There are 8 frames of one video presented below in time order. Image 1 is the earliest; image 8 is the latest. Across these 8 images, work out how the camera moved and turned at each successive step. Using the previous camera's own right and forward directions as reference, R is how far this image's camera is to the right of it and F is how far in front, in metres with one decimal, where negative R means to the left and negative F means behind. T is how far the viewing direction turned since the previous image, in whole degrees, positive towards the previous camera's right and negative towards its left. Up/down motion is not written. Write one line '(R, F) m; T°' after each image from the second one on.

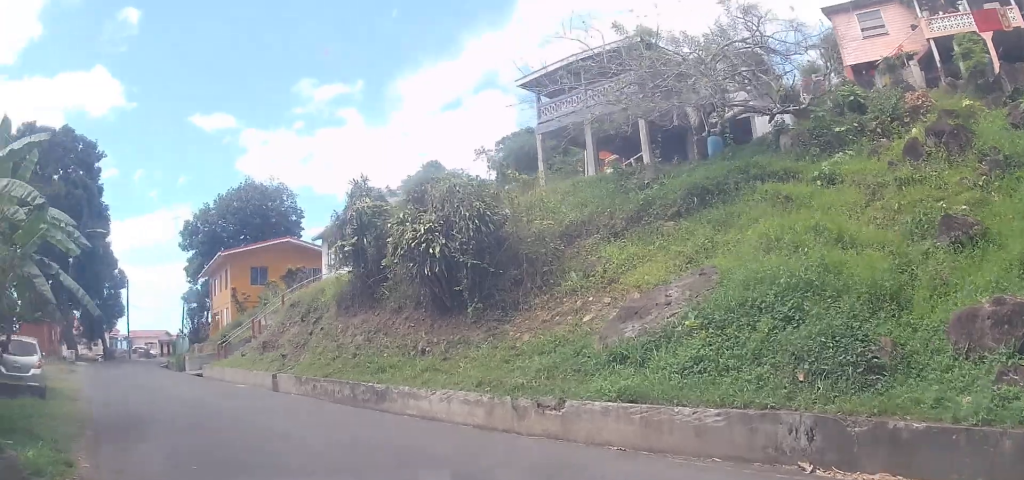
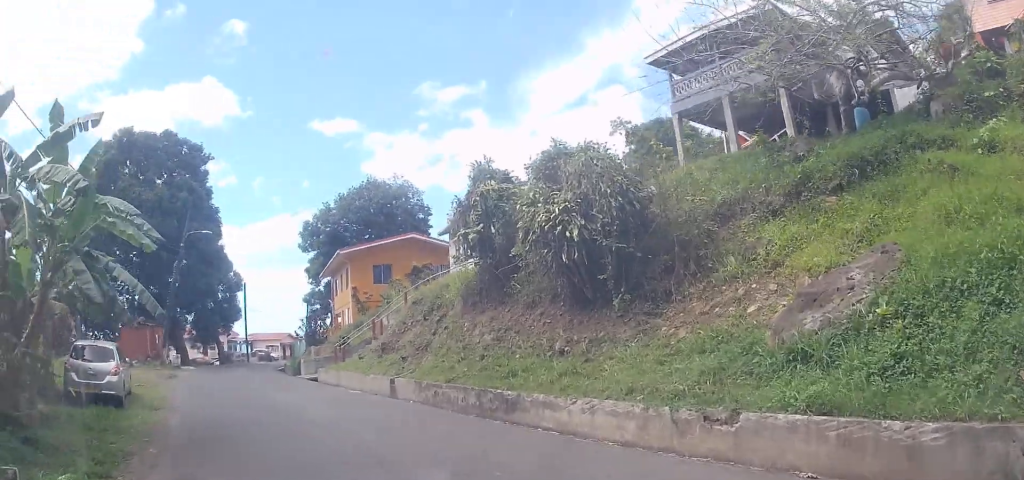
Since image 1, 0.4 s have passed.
(-0.4, +1.9) m; -13°
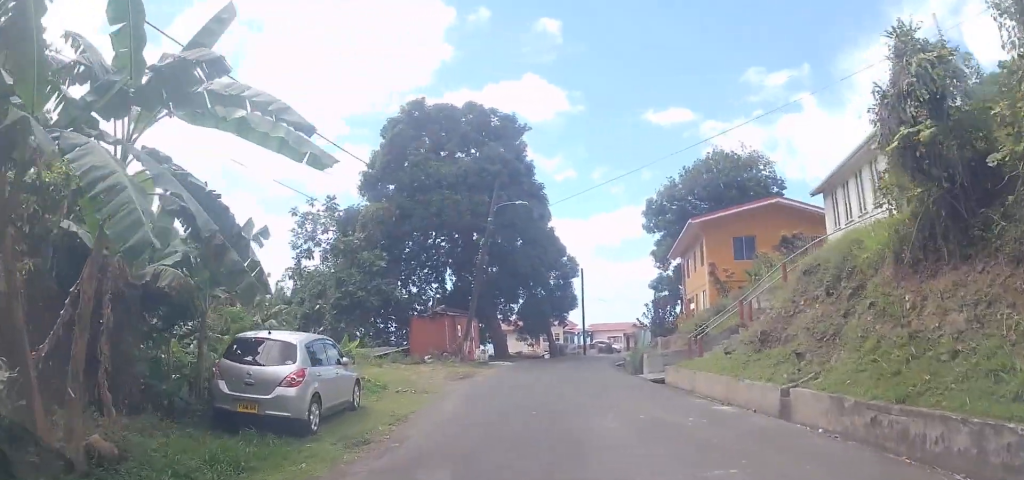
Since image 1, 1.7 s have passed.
(-1.9, +7.0) m; -21°
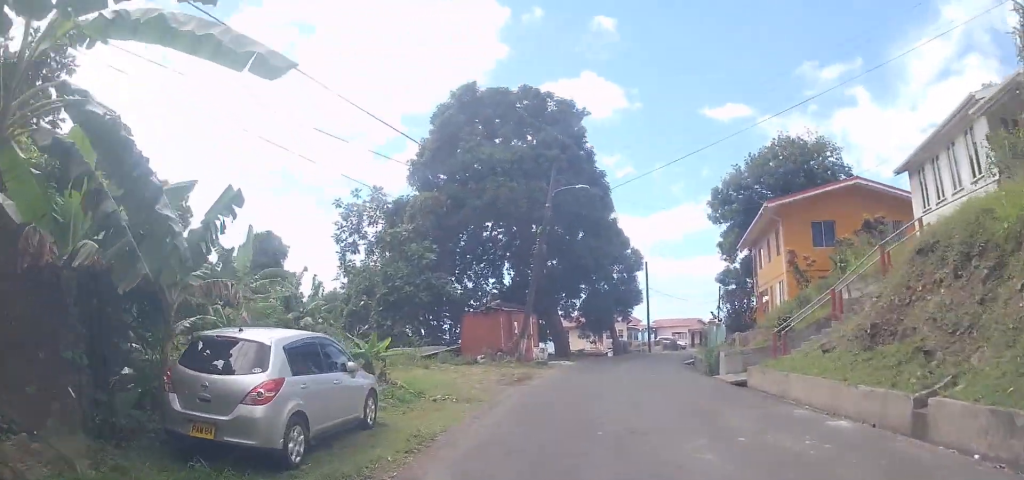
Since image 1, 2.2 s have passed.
(+0.1, +2.7) m; -5°
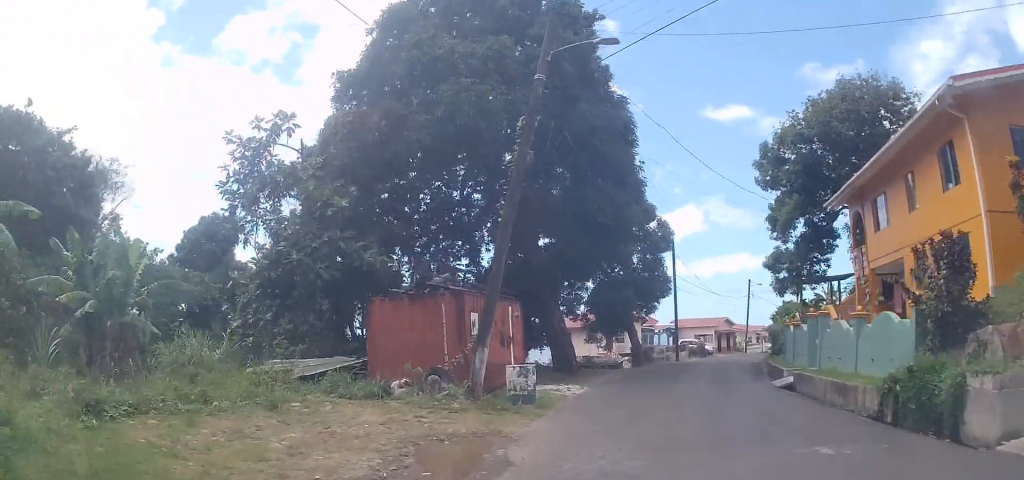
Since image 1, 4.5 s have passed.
(-3.0, +14.2) m; -16°
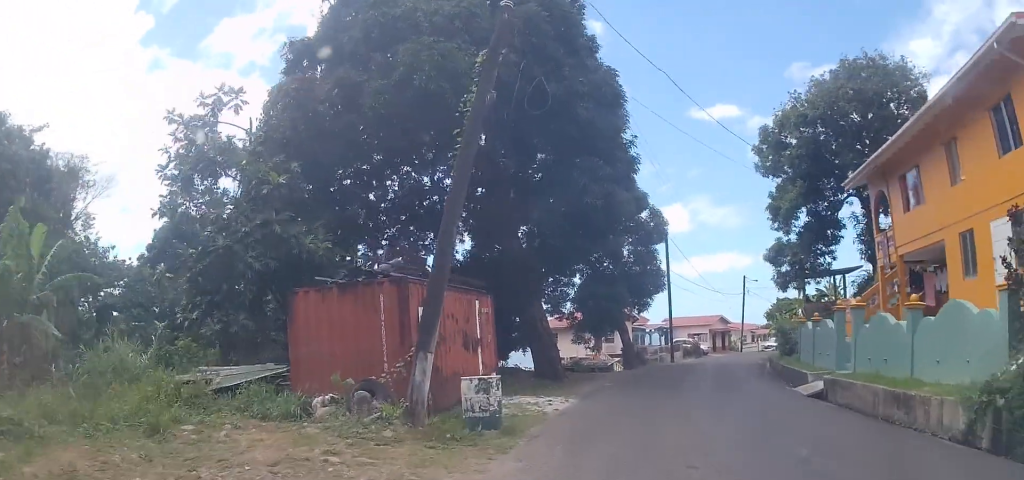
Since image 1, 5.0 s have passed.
(-0.1, +3.6) m; 0°
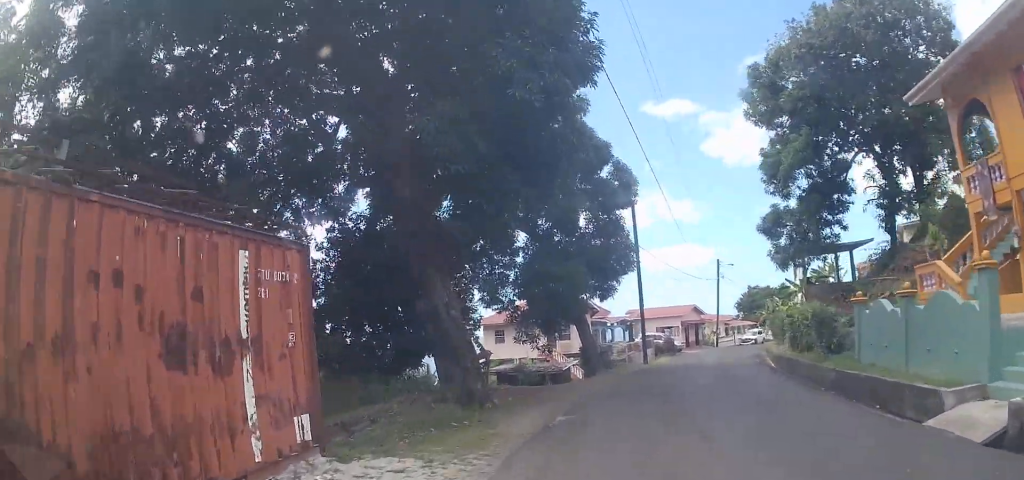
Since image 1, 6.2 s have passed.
(+0.4, +9.1) m; +12°
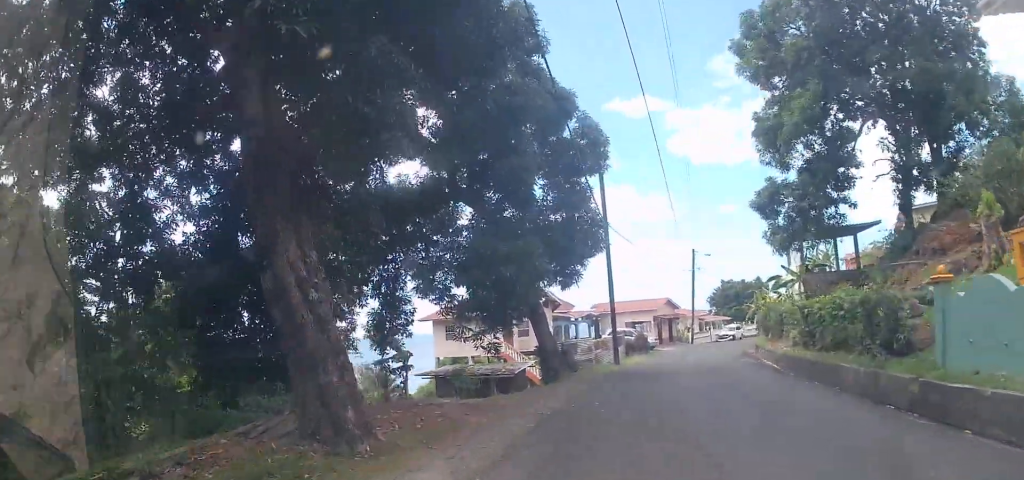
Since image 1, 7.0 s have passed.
(+0.8, +5.8) m; +4°
